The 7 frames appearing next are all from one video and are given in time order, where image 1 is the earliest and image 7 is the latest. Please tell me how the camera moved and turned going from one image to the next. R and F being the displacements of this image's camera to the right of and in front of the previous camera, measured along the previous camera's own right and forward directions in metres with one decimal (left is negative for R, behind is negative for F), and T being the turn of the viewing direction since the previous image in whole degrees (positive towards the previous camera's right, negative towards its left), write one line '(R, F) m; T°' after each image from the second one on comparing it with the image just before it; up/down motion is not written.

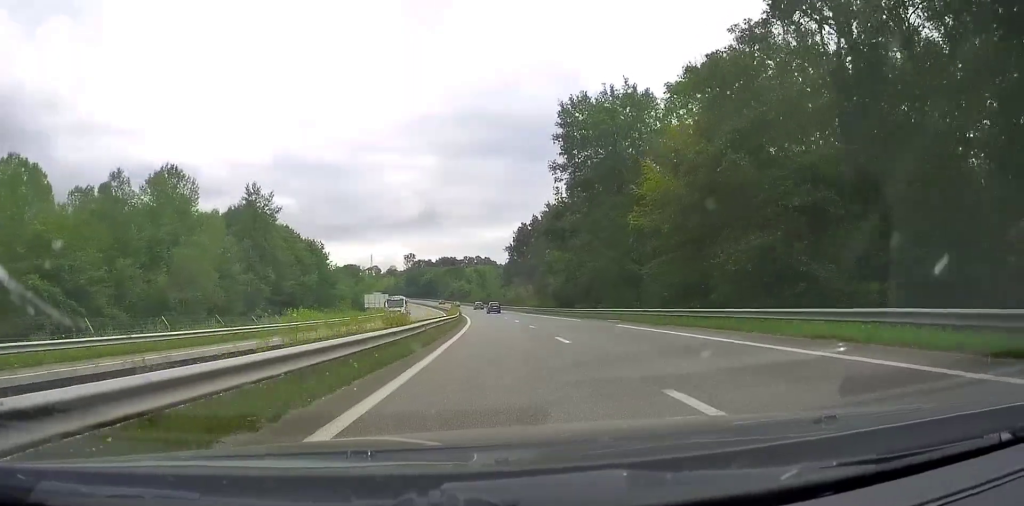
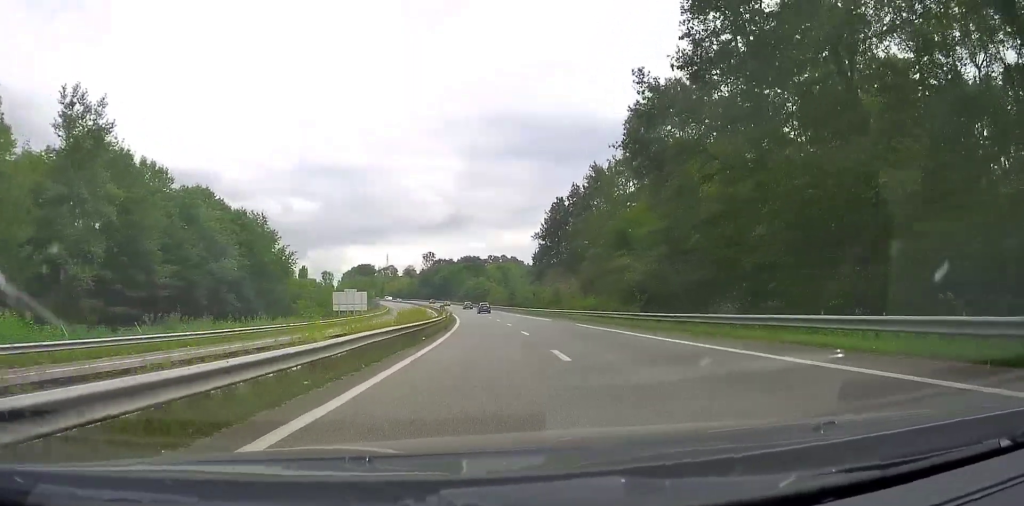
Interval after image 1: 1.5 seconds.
(-0.6, +37.7) m; -2°
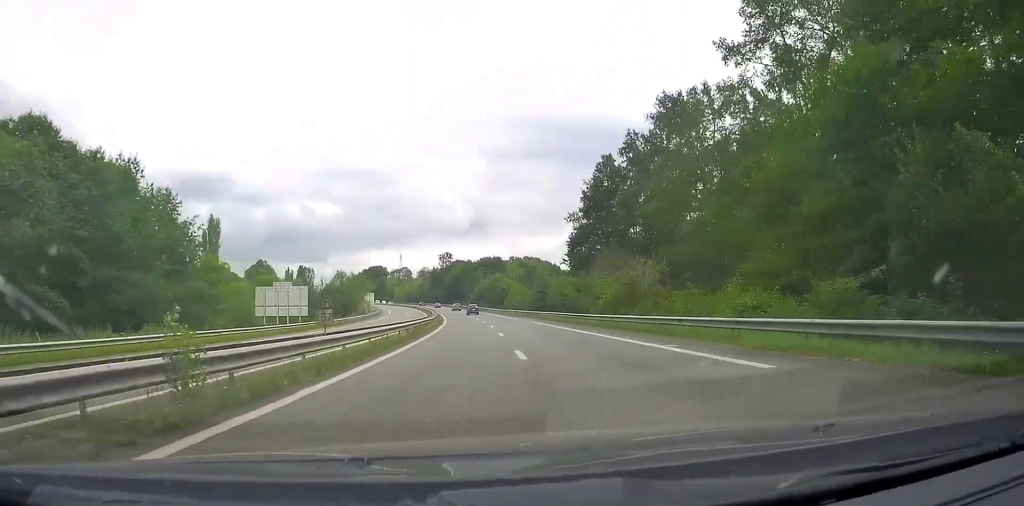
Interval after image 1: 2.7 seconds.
(-0.9, +35.8) m; -3°
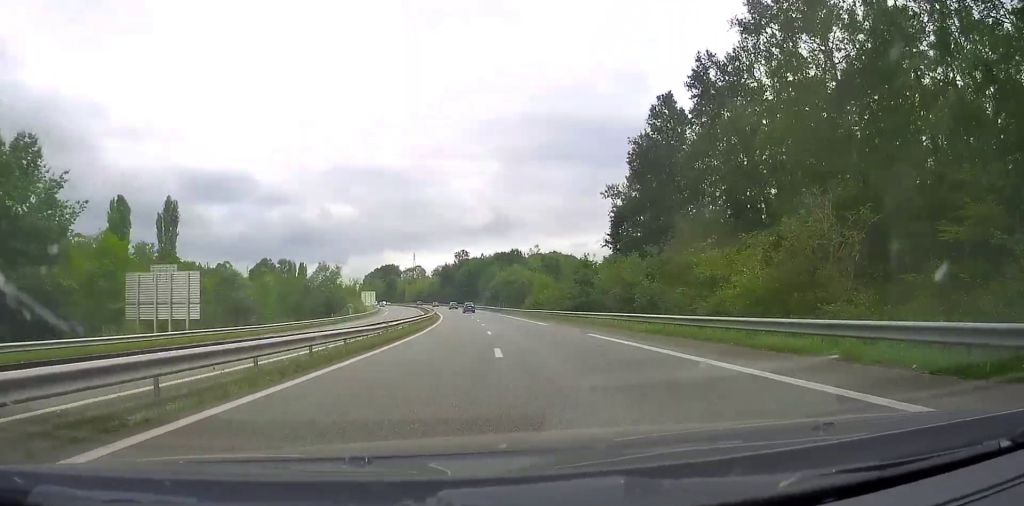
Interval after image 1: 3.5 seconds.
(-0.3, +25.4) m; -2°
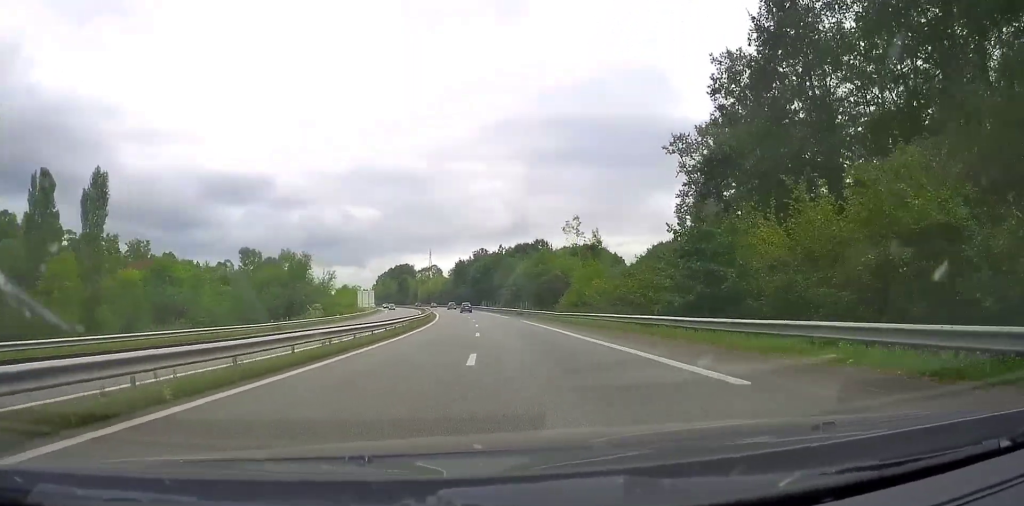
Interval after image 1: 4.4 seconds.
(-0.5, +27.8) m; -2°
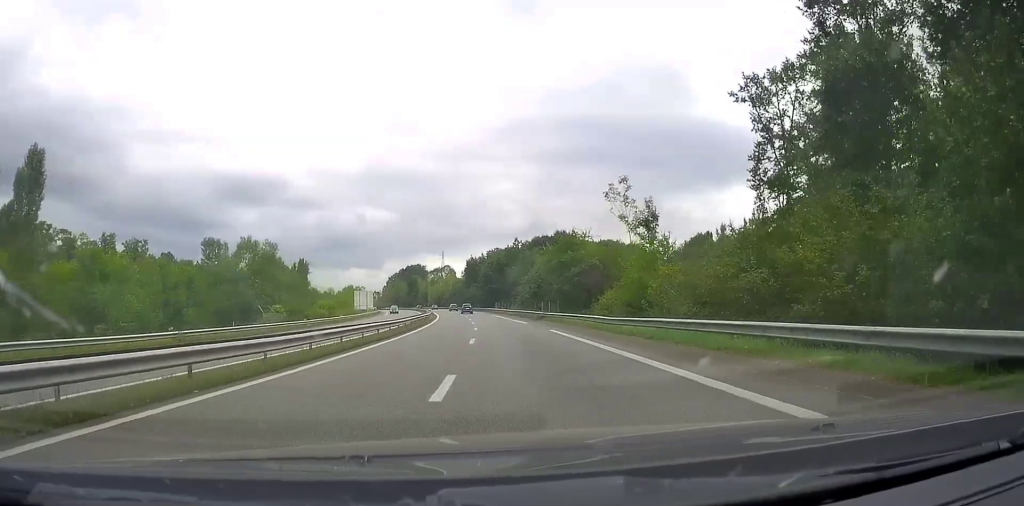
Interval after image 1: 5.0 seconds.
(-0.2, +17.6) m; -1°
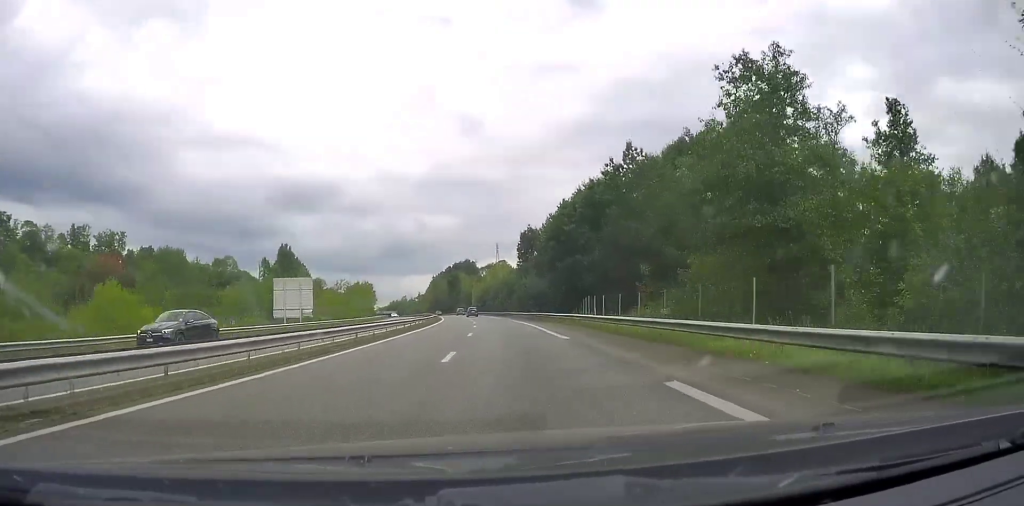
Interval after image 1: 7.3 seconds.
(-3.2, +73.5) m; -6°
